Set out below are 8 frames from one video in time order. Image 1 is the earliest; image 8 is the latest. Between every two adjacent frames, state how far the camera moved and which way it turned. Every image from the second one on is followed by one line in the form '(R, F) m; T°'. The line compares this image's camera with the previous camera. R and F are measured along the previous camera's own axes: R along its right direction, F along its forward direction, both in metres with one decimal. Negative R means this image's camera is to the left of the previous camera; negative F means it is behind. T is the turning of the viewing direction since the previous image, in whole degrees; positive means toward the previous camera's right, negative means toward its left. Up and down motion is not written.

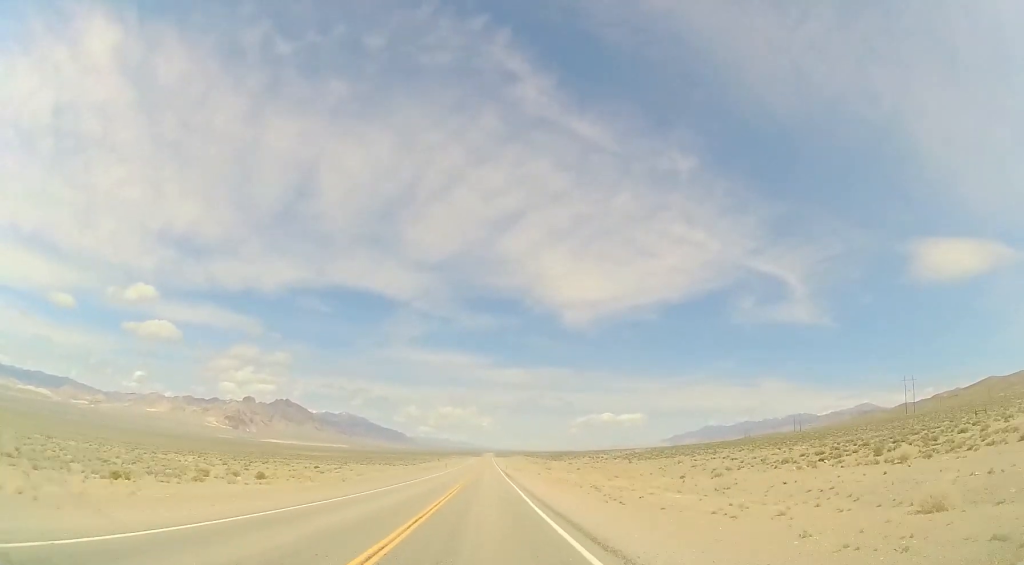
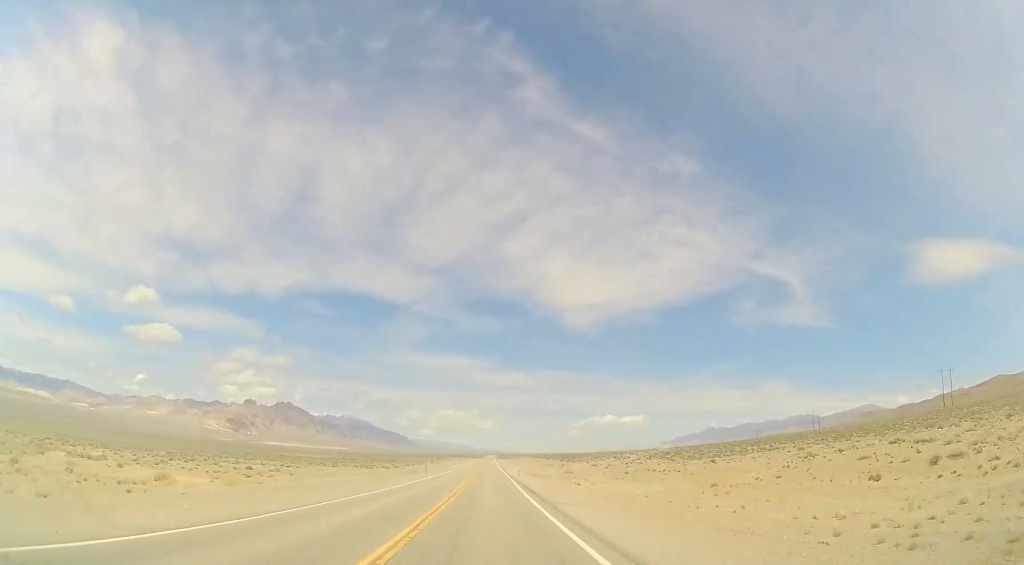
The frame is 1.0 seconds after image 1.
(+0.6, +32.6) m; 0°
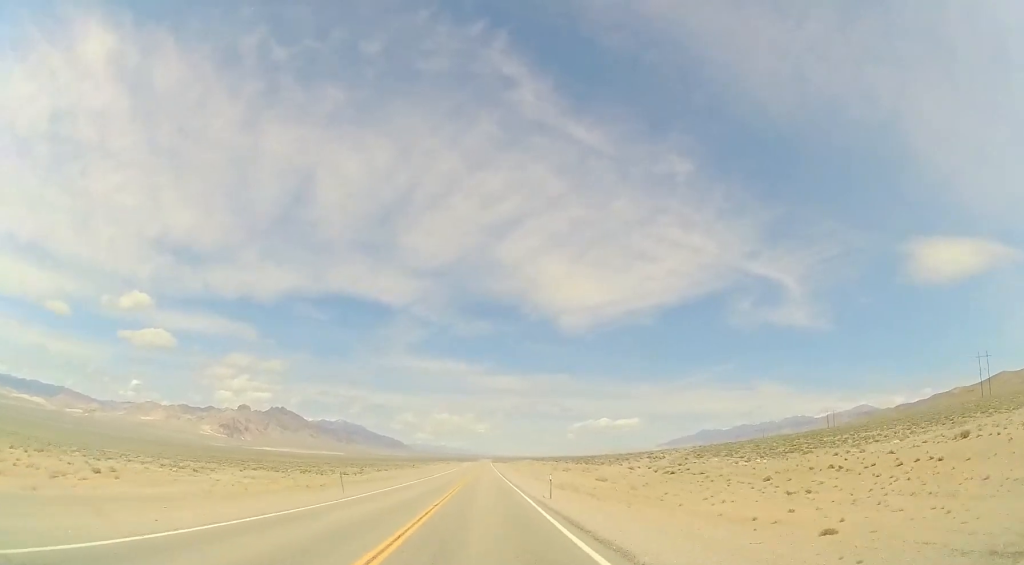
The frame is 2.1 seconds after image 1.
(-0.6, +34.9) m; 0°
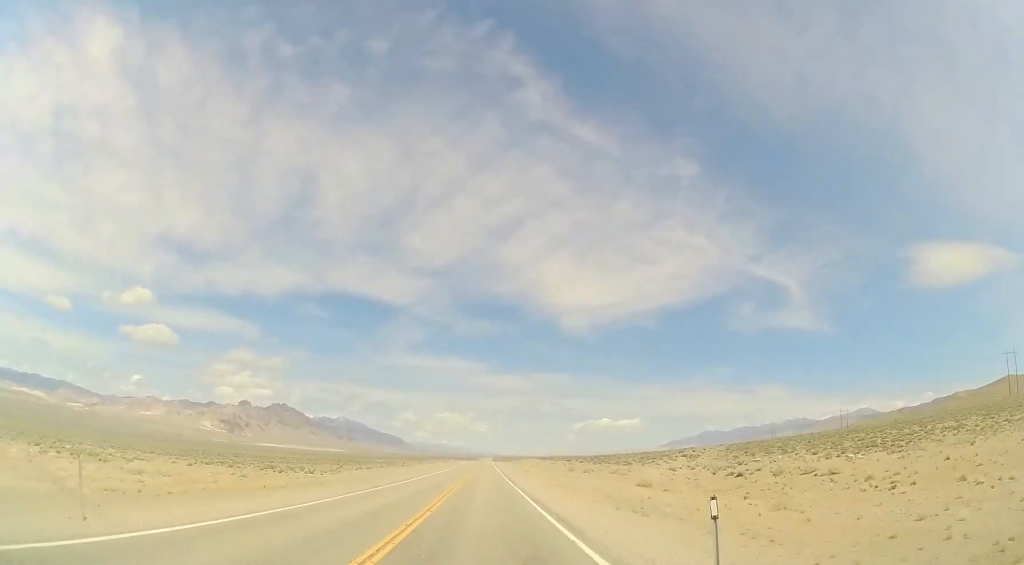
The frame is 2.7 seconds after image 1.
(+0.4, +19.6) m; +1°
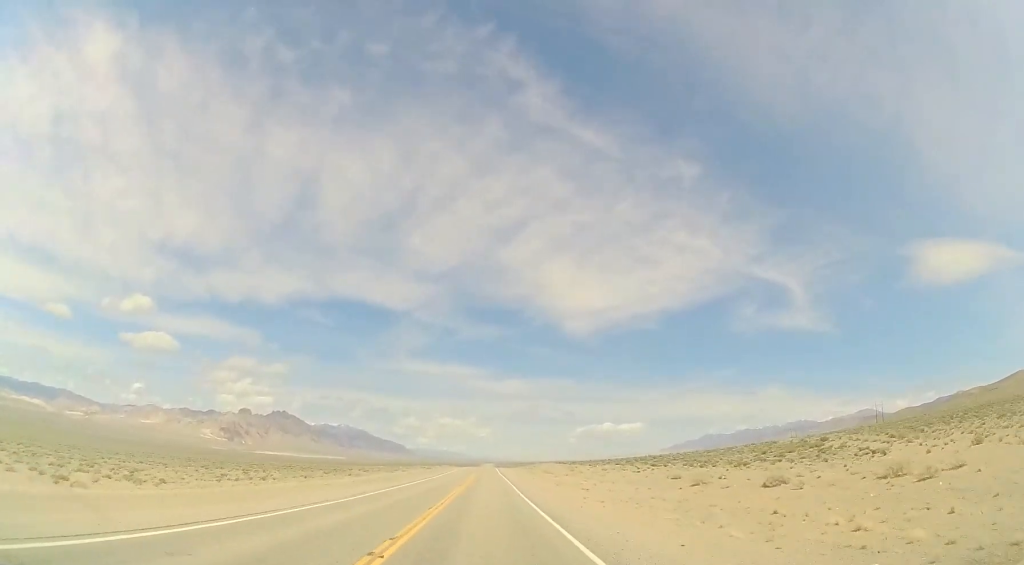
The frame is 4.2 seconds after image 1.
(-0.1, +49.6) m; -2°
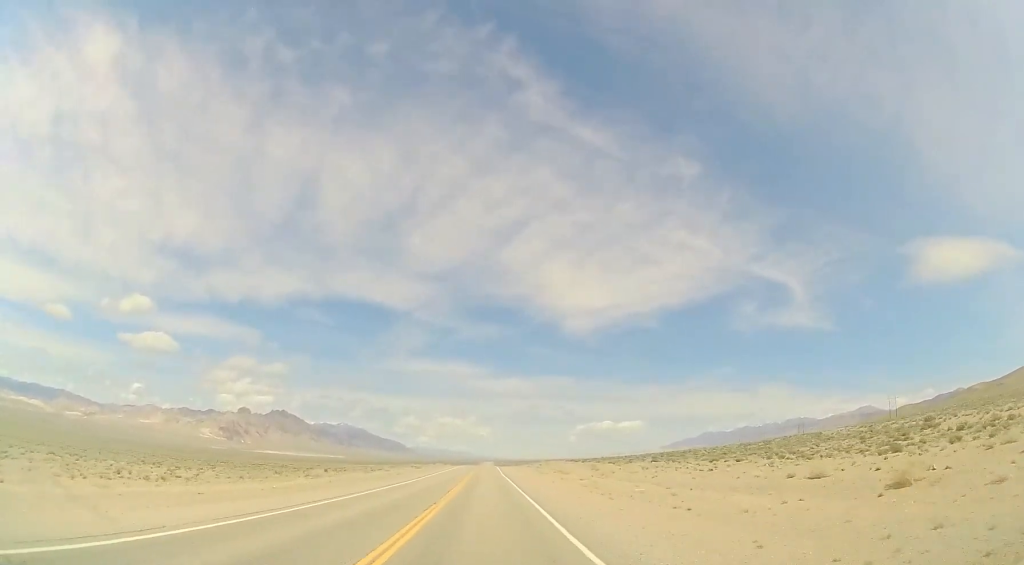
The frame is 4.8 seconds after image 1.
(-0.4, +18.3) m; -1°
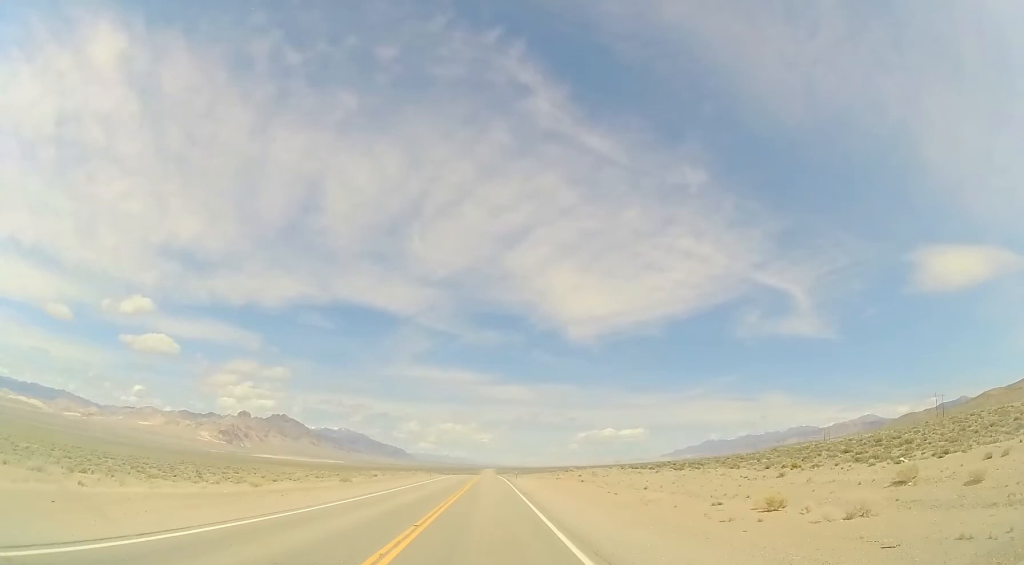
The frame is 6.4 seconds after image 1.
(+0.4, +53.3) m; +1°
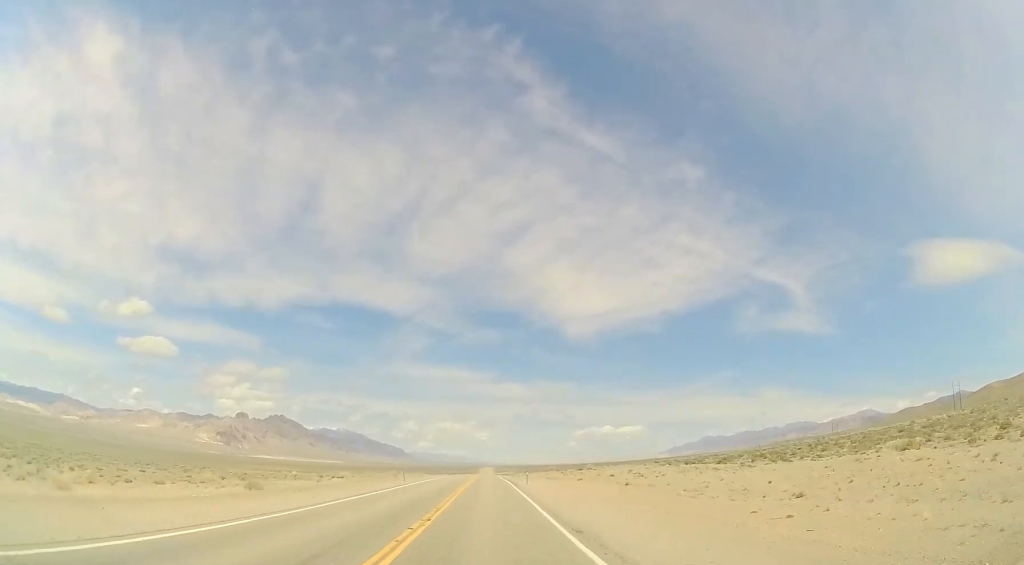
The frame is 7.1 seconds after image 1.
(+0.2, +20.1) m; 0°
